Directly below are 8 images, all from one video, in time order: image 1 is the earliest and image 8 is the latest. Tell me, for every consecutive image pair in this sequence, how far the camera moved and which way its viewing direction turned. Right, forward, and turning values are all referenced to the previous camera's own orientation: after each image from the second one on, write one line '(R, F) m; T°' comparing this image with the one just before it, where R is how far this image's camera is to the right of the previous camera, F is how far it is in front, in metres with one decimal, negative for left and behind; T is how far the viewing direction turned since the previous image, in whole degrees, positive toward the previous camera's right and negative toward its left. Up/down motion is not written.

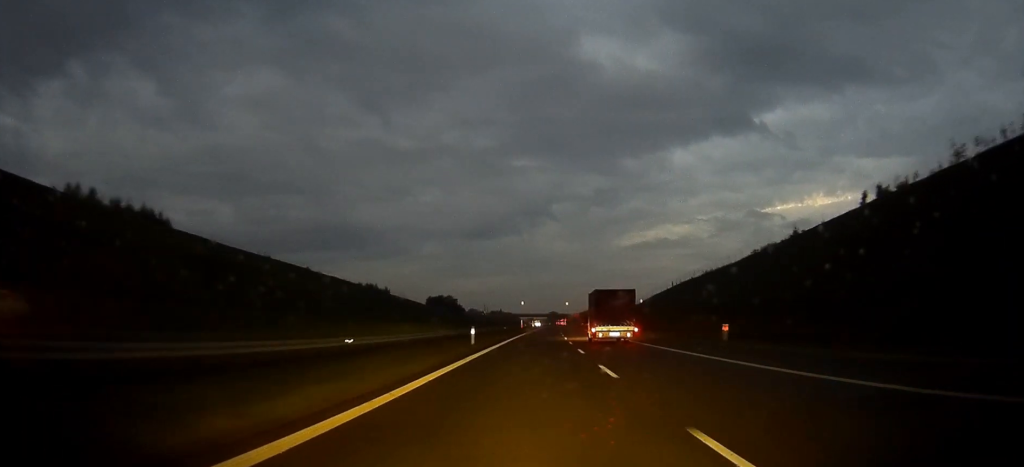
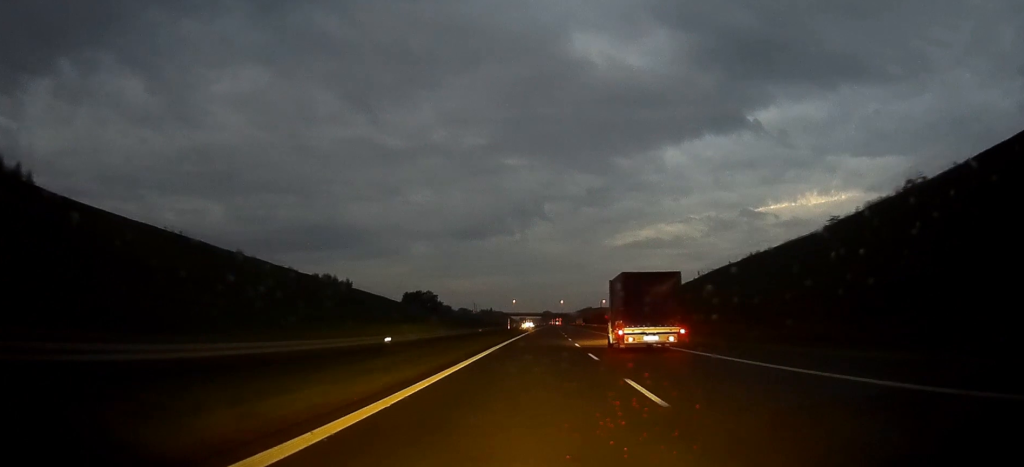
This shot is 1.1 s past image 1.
(-1.0, +38.7) m; -1°
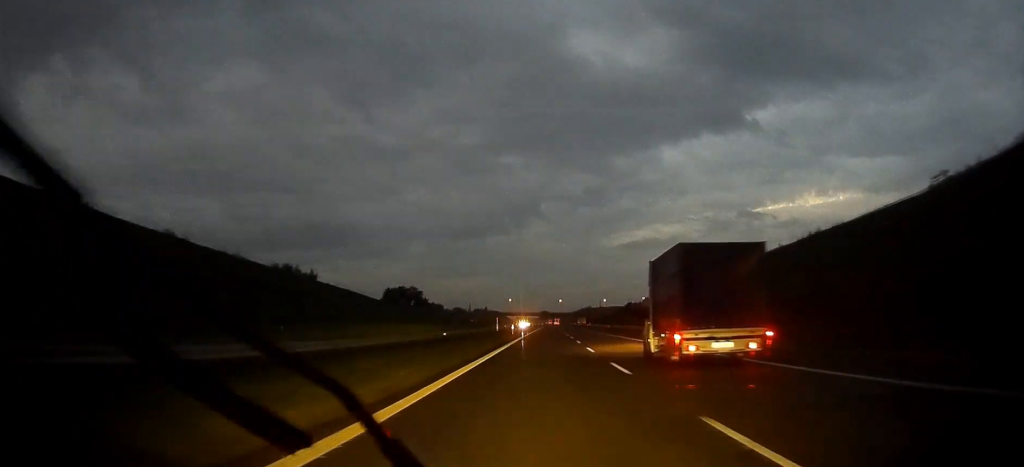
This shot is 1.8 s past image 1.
(+0.1, +29.6) m; 0°
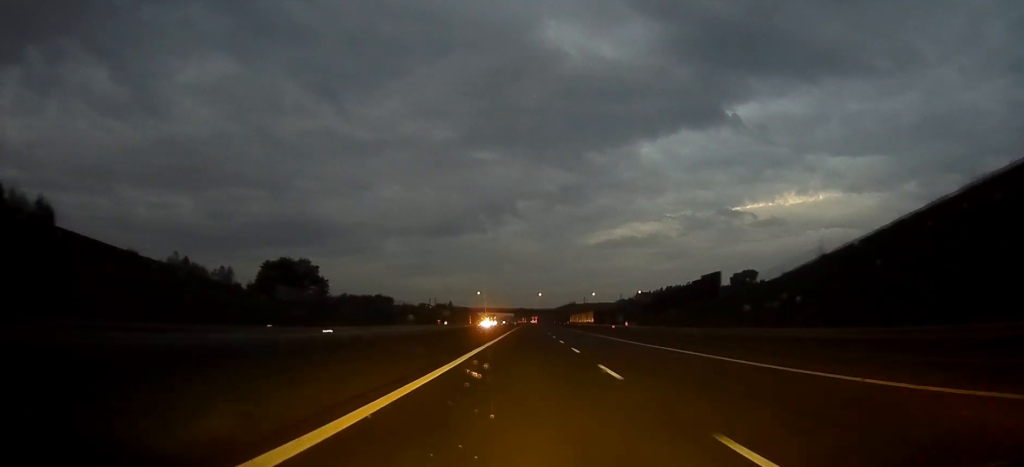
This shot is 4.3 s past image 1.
(+1.5, +98.0) m; +2°
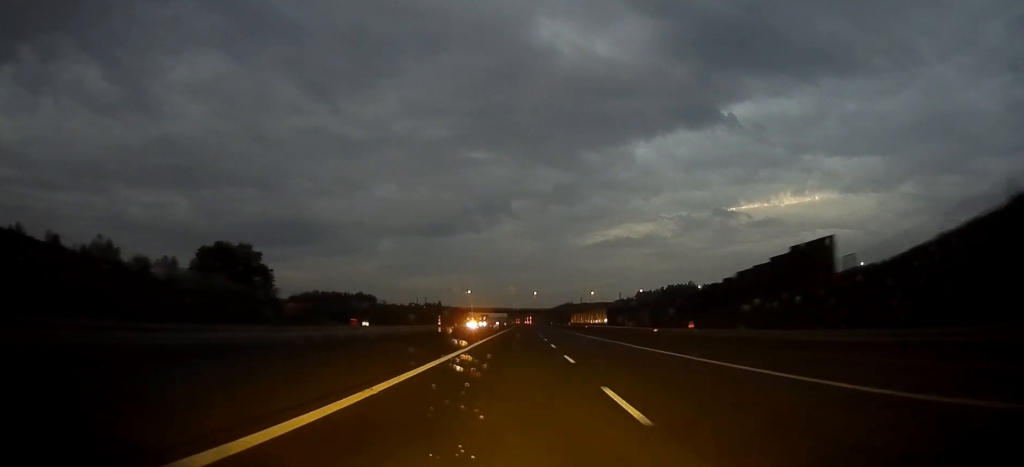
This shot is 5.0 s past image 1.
(+0.2, +30.2) m; 0°
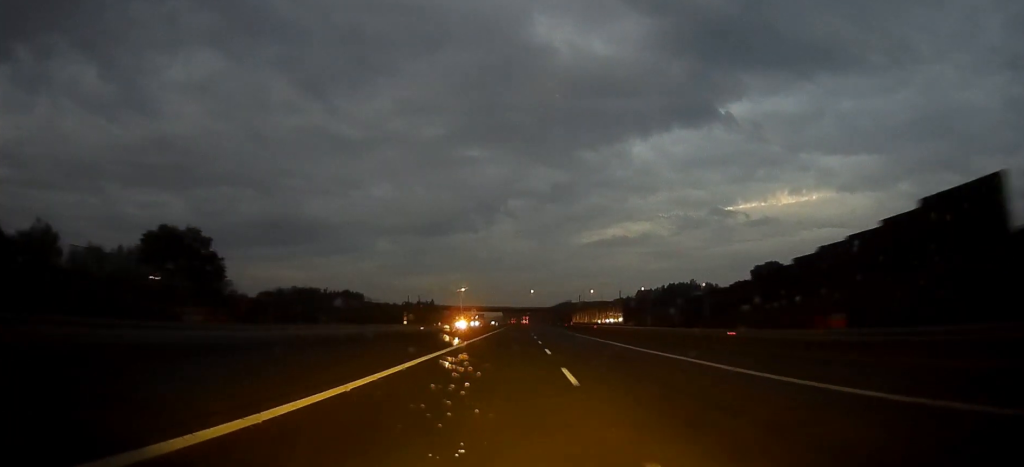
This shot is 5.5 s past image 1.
(0.0, +19.3) m; 0°
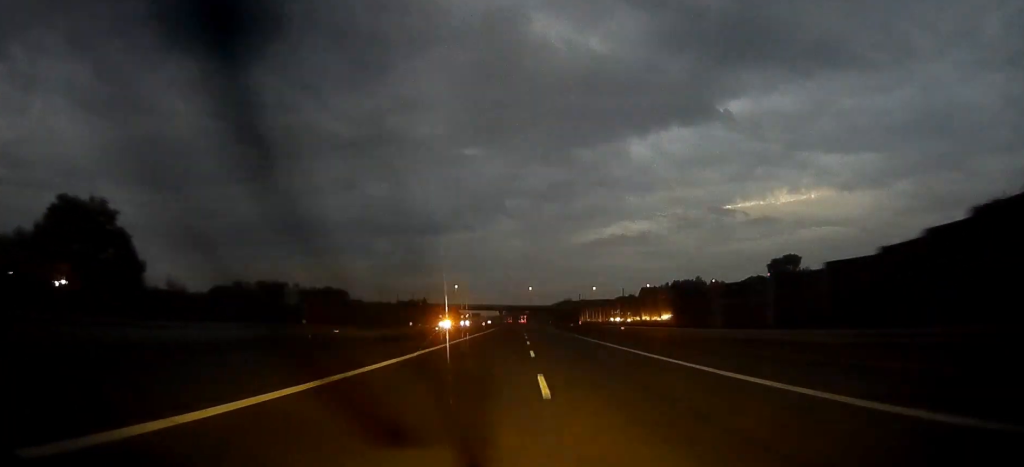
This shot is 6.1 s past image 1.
(0.0, +26.2) m; 0°
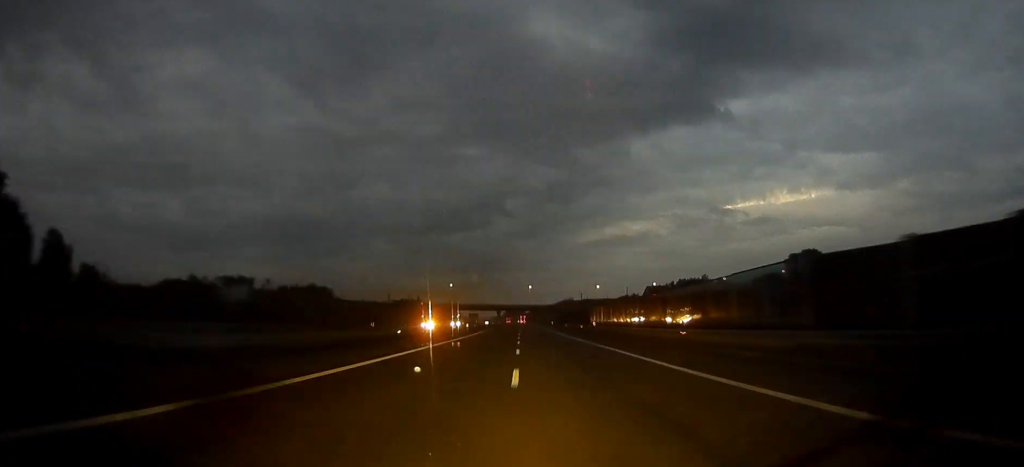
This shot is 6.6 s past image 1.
(0.0, +22.2) m; 0°
